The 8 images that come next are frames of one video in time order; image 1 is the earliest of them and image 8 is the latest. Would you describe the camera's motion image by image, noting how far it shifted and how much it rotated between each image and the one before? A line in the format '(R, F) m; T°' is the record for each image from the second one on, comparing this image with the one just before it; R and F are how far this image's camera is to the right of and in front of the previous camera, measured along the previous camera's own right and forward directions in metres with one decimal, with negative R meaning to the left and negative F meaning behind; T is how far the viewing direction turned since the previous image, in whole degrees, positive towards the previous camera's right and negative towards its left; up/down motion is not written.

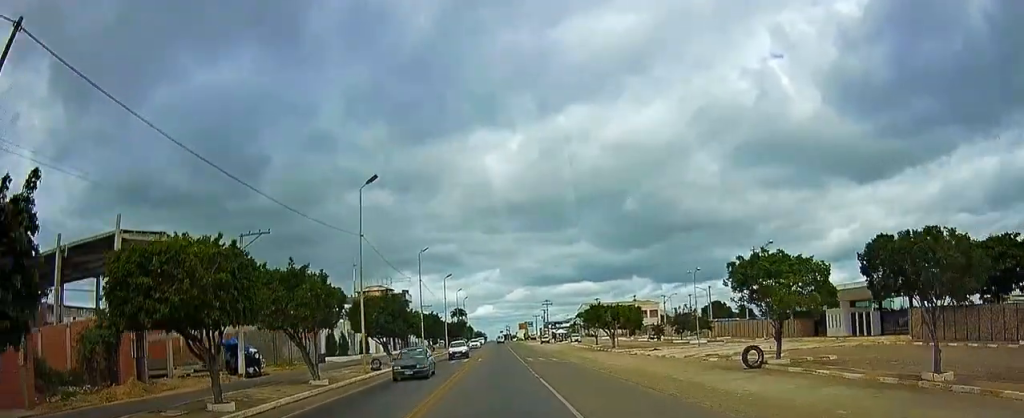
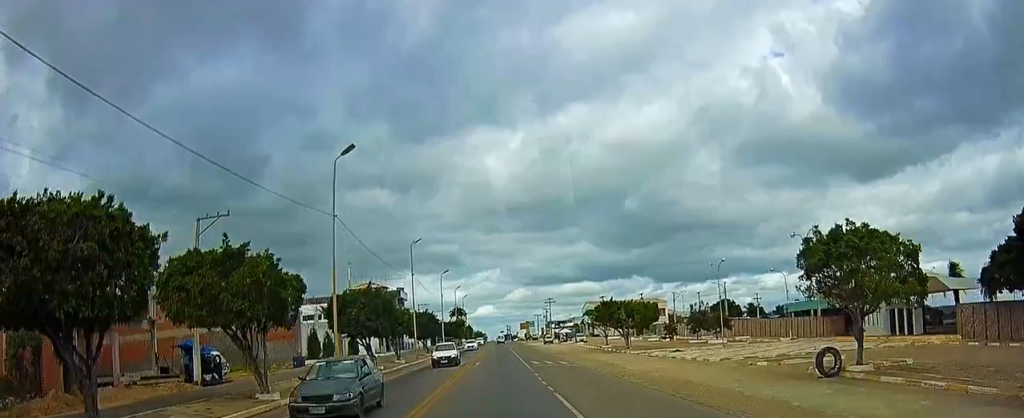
(+0.3, +6.2) m; 0°
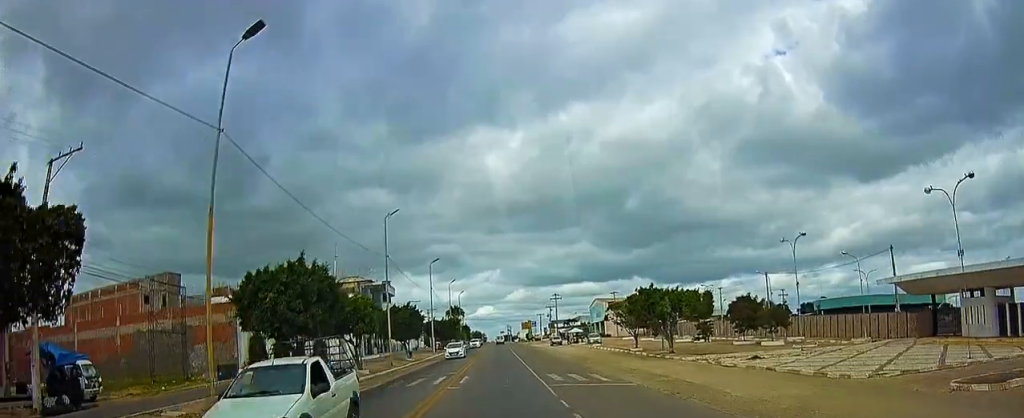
(-0.6, +13.9) m; -2°
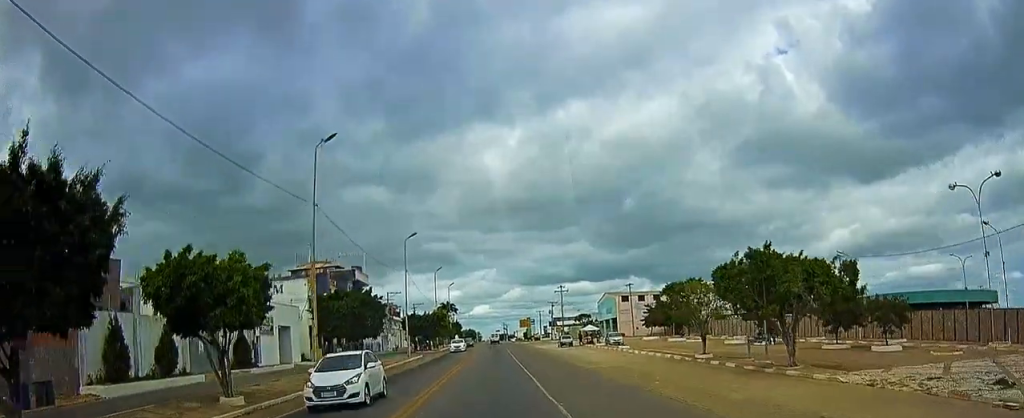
(+0.2, +18.1) m; +1°
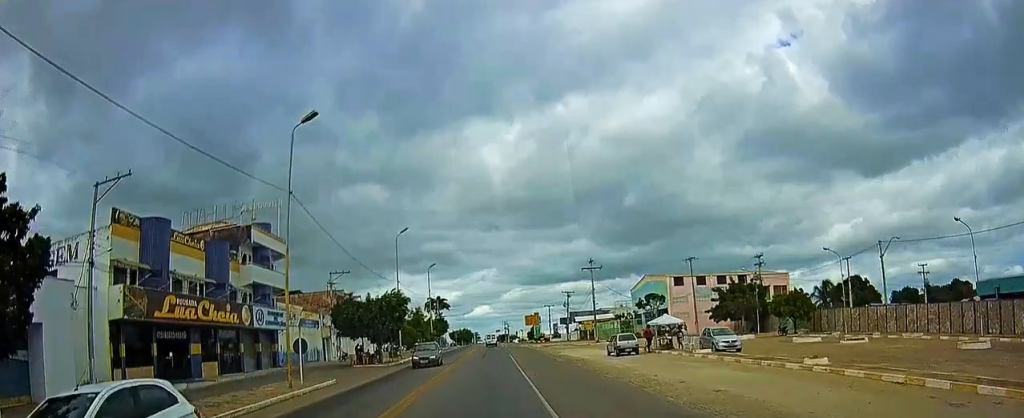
(+0.5, +34.3) m; +3°
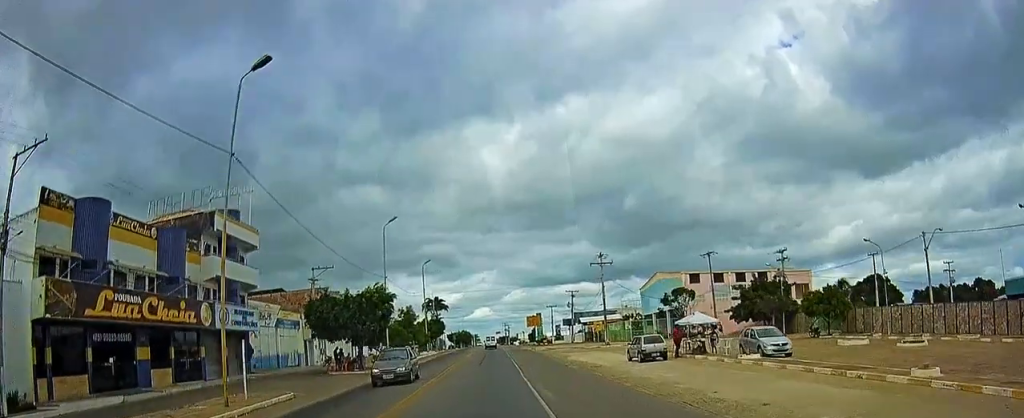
(+0.3, +6.6) m; 0°
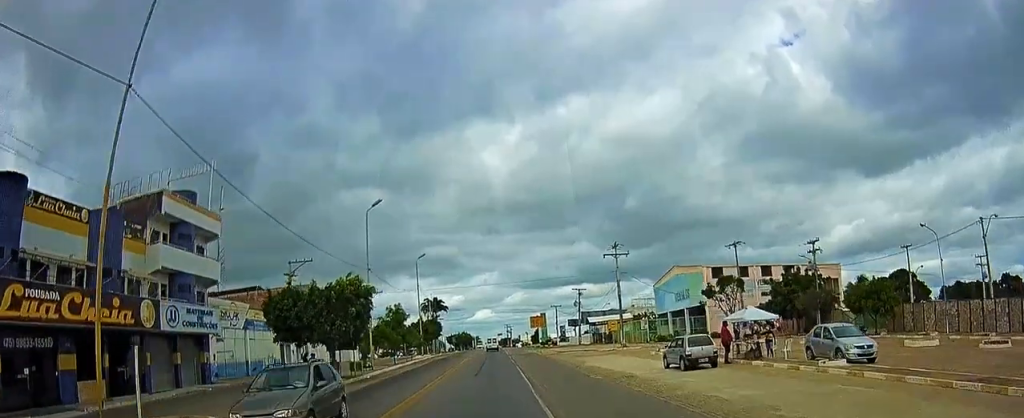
(-0.3, +7.3) m; -2°
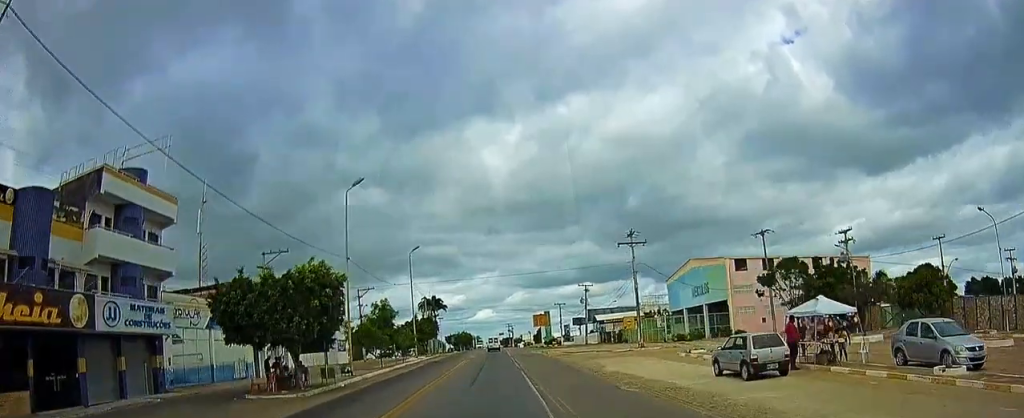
(-0.2, +6.5) m; -1°
